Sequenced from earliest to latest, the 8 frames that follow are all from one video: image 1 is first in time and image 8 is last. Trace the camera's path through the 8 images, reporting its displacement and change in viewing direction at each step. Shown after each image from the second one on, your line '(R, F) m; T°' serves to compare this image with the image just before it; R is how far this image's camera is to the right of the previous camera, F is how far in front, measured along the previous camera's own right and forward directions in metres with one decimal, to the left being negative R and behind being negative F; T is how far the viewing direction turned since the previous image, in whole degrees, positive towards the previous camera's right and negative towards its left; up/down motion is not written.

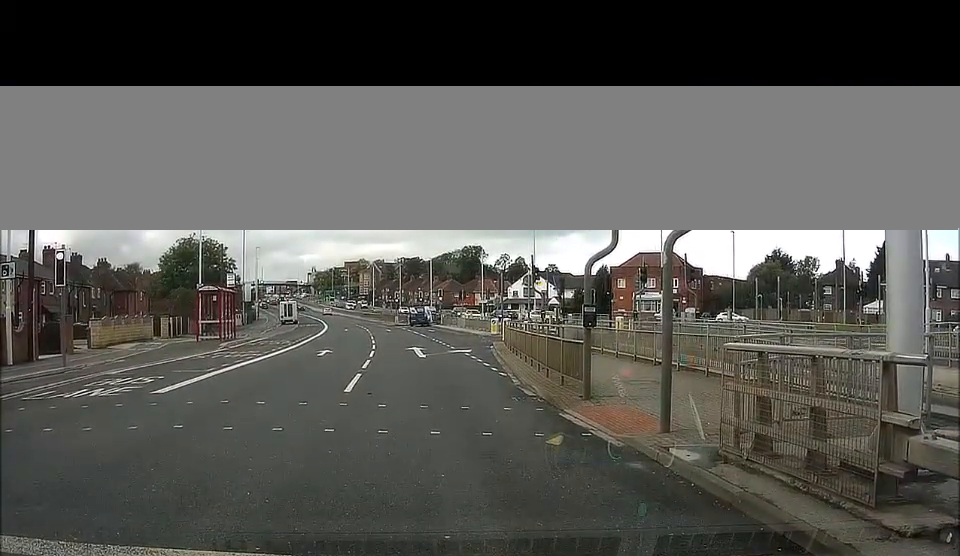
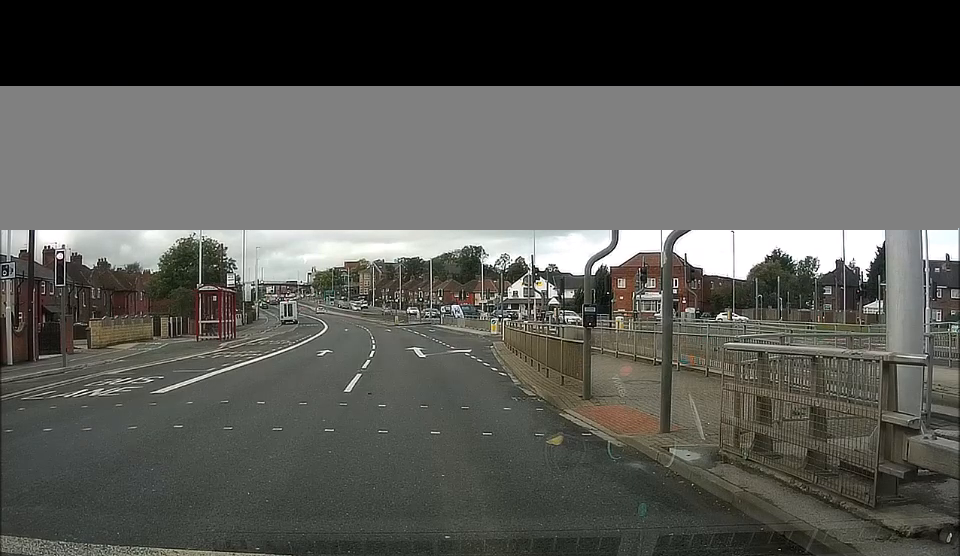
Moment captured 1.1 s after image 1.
(-0.2, -0.2) m; 0°
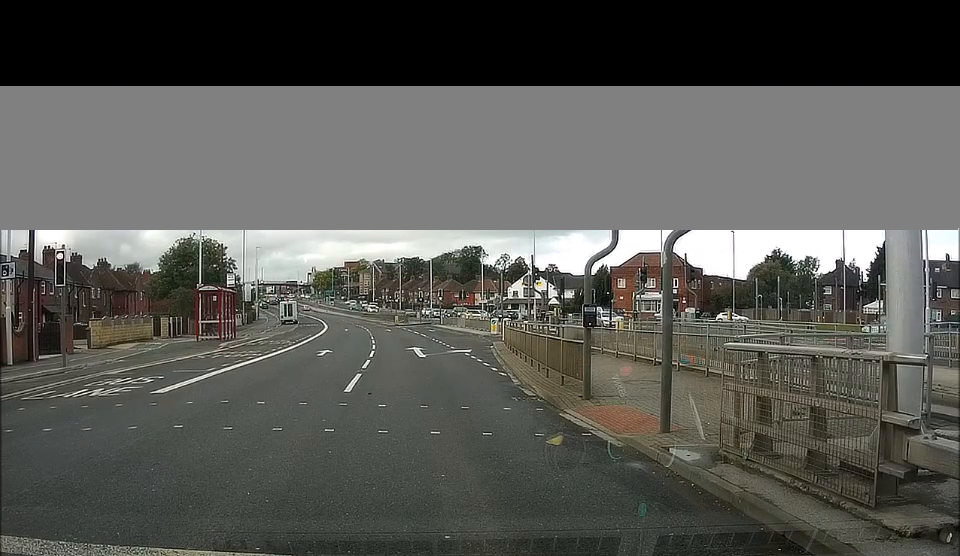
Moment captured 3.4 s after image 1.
(0.0, 0.0) m; 0°
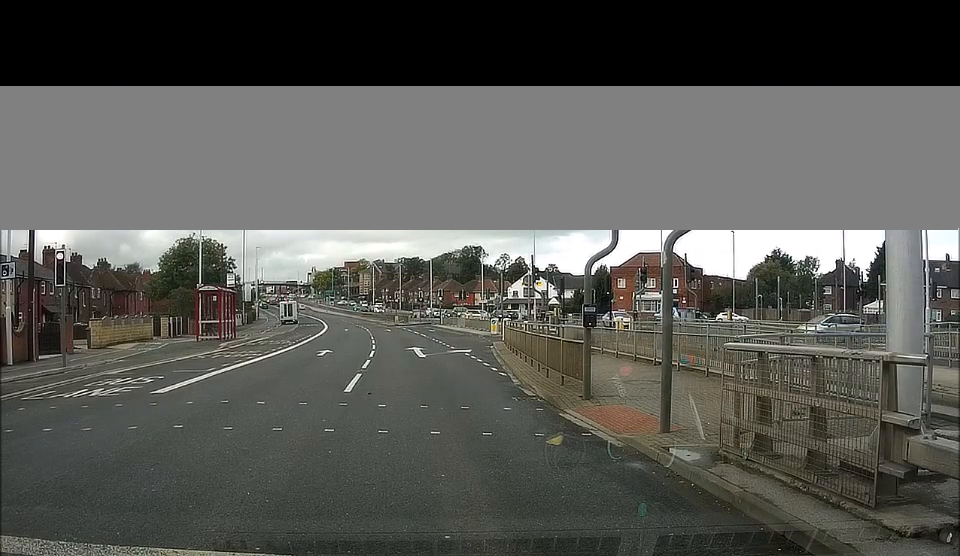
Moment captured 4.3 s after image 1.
(0.0, 0.0) m; 0°
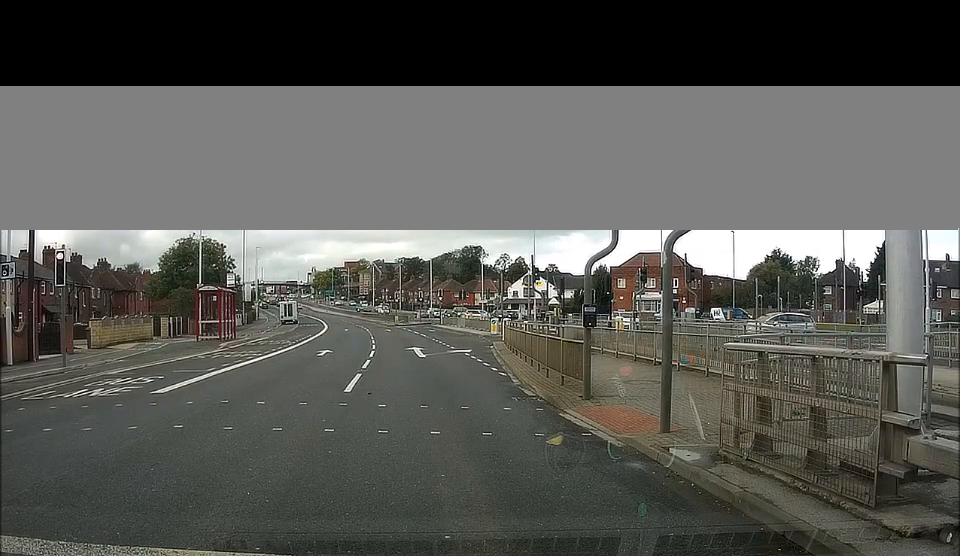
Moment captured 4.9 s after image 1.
(0.0, 0.0) m; 0°
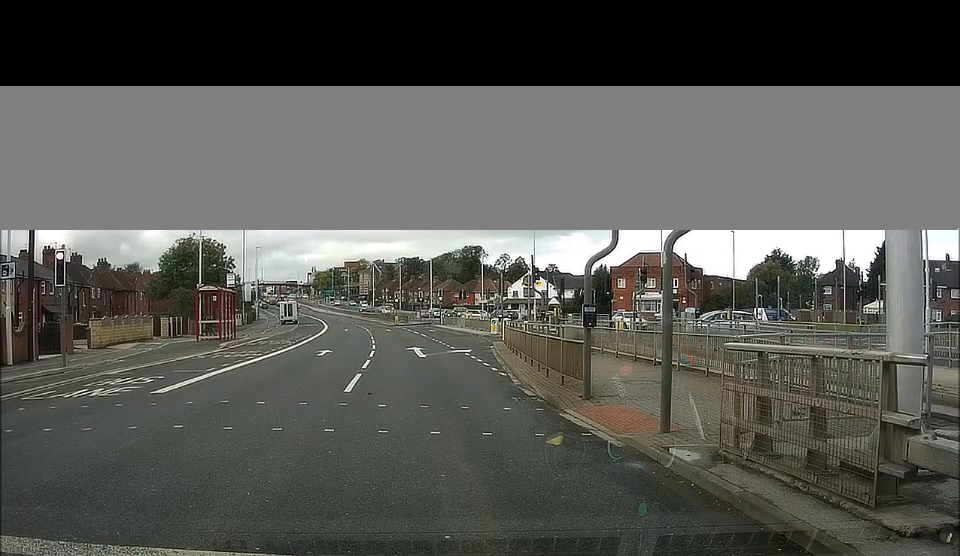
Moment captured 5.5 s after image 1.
(0.0, 0.0) m; 0°
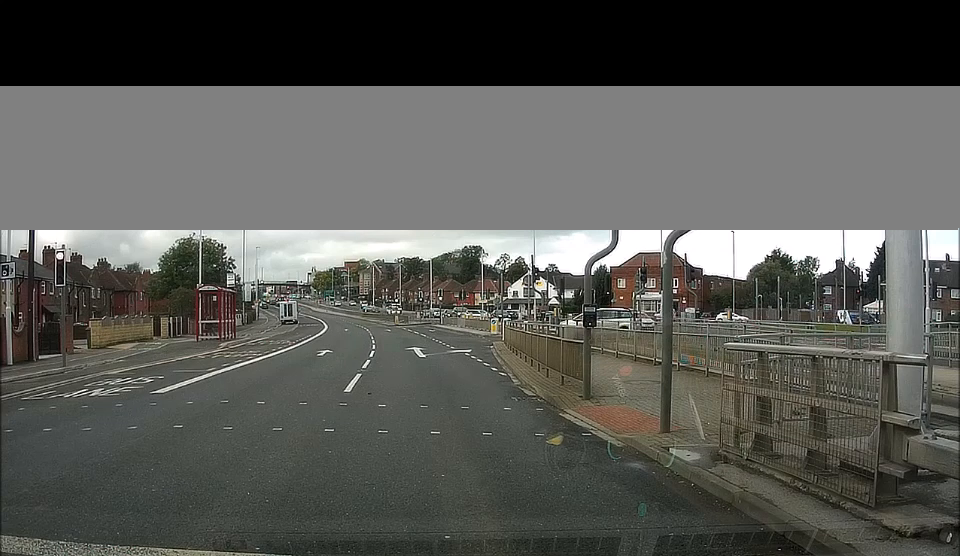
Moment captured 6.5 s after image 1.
(0.0, 0.0) m; 0°
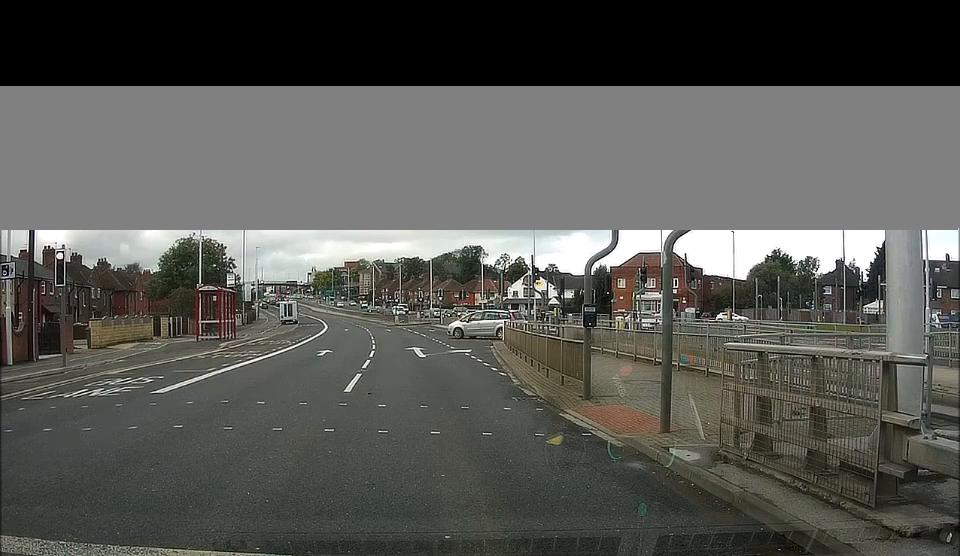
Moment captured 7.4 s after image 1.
(0.0, 0.0) m; 0°
